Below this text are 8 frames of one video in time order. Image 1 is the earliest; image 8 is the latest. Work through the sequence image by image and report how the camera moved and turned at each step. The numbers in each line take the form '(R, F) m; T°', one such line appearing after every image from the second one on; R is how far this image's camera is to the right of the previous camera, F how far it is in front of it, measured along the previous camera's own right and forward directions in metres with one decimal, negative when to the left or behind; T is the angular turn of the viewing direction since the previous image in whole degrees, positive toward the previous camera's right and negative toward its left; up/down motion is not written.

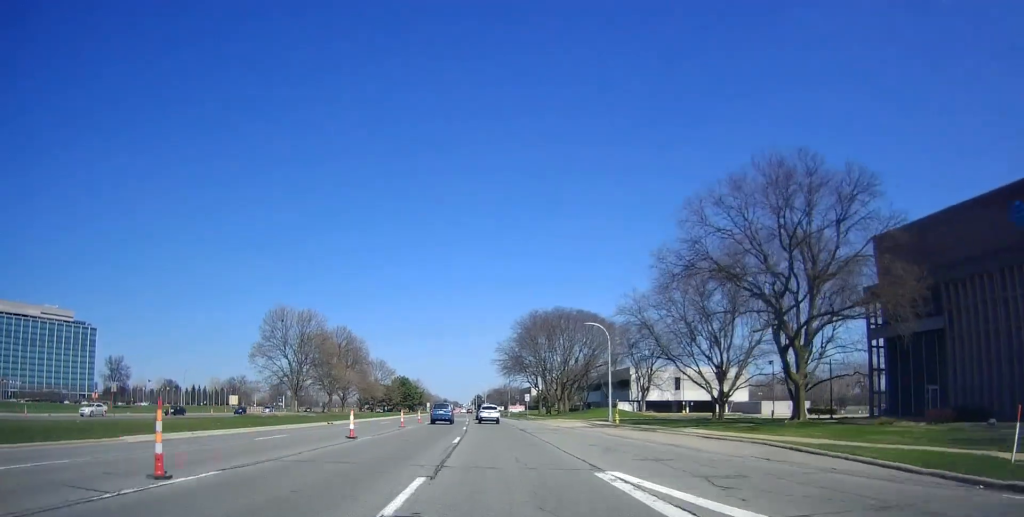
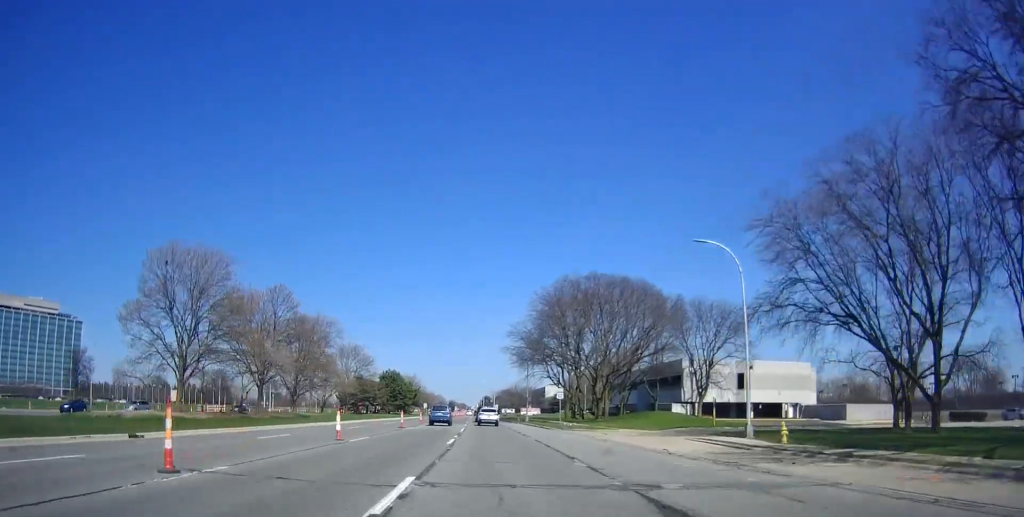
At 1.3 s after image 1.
(-0.4, +30.0) m; -1°
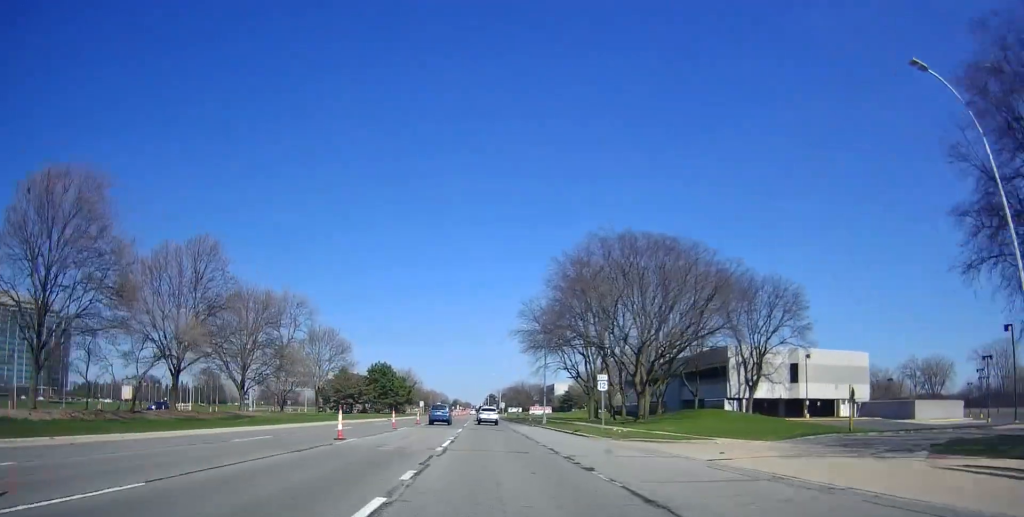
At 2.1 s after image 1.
(0.0, +17.6) m; -1°
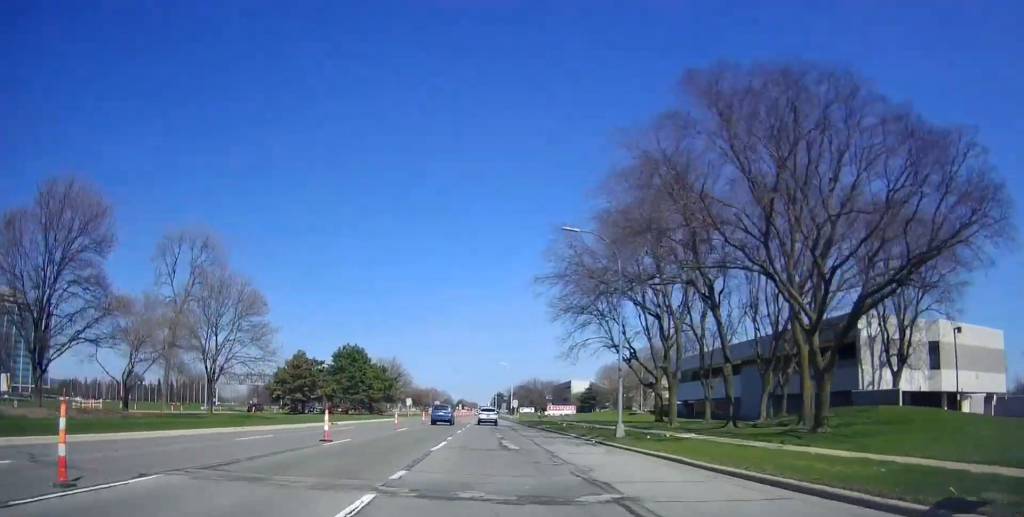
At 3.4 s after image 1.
(-0.6, +30.7) m; -1°
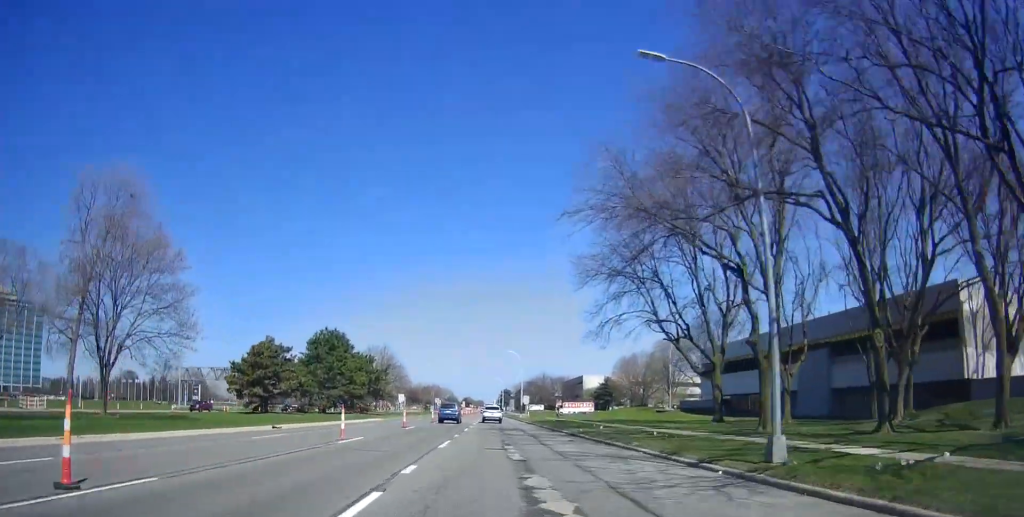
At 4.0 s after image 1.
(+0.2, +14.5) m; +1°
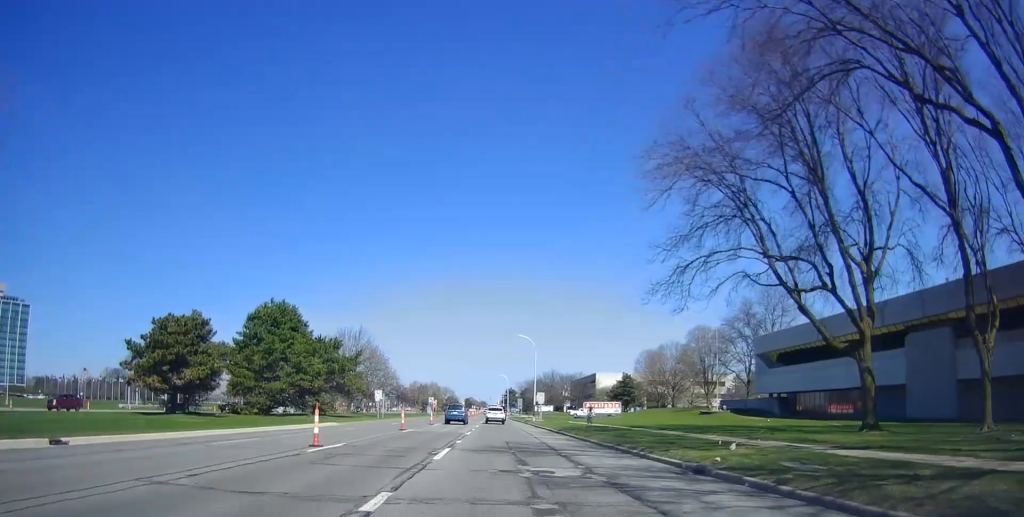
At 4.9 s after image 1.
(+0.2, +19.6) m; 0°
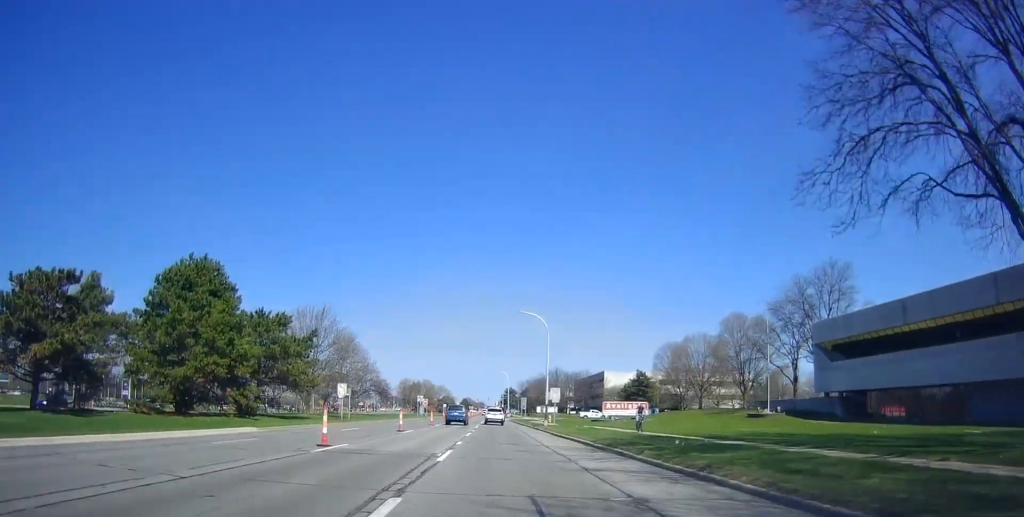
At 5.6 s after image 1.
(0.0, +15.6) m; -1°
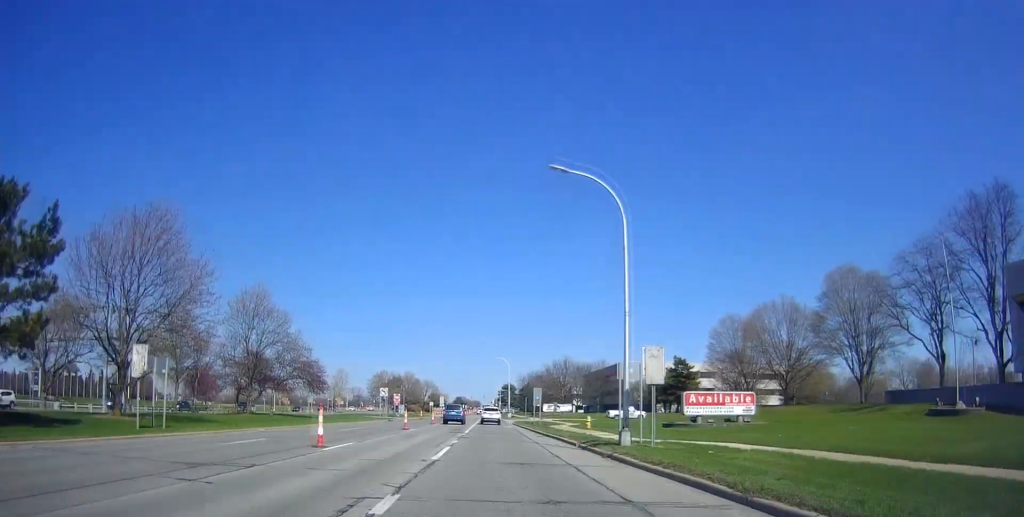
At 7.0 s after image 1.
(-0.5, +30.1) m; +1°
